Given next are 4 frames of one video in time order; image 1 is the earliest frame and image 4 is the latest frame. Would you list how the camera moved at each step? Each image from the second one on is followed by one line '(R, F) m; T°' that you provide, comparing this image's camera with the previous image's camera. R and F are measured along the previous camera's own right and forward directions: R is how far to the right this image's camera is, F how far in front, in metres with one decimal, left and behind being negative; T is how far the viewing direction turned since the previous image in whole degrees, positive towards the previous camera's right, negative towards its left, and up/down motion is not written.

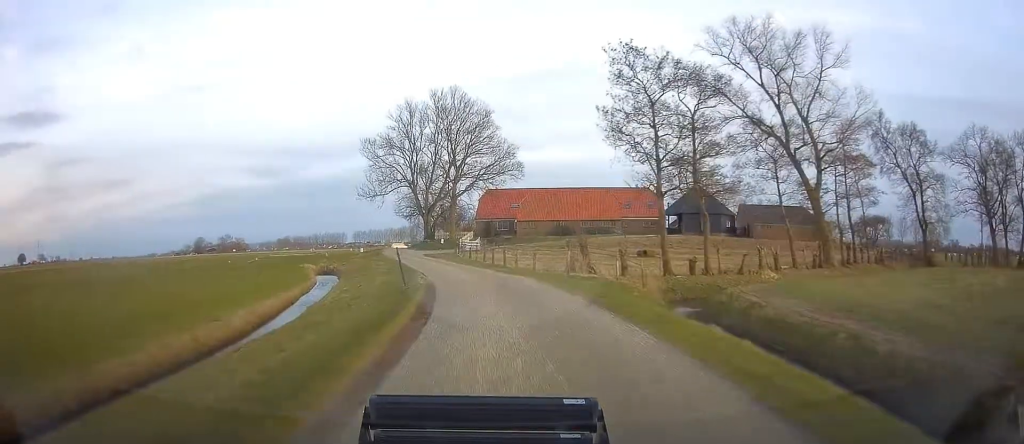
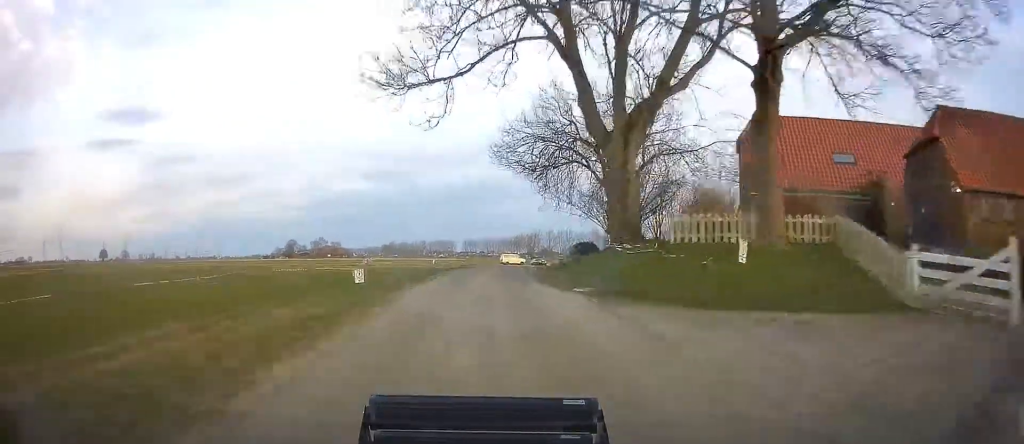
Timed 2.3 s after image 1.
(-7.9, +63.7) m; -9°
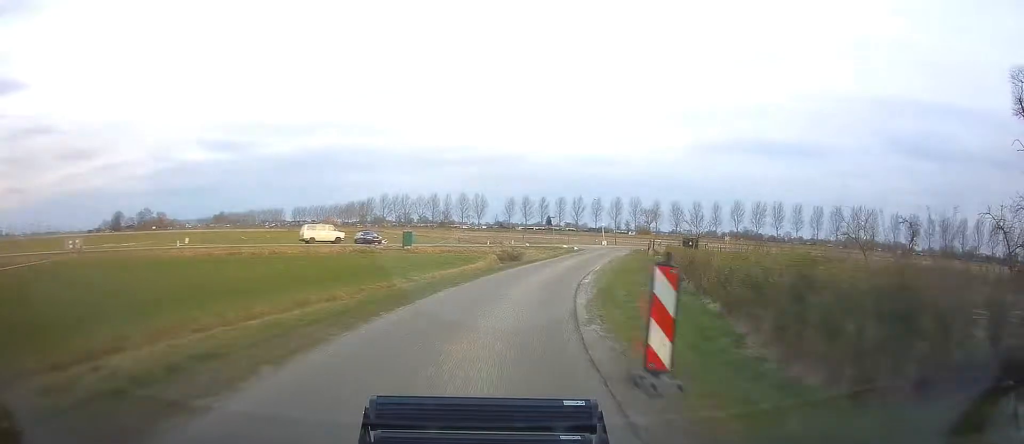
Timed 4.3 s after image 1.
(+3.5, +46.8) m; +14°
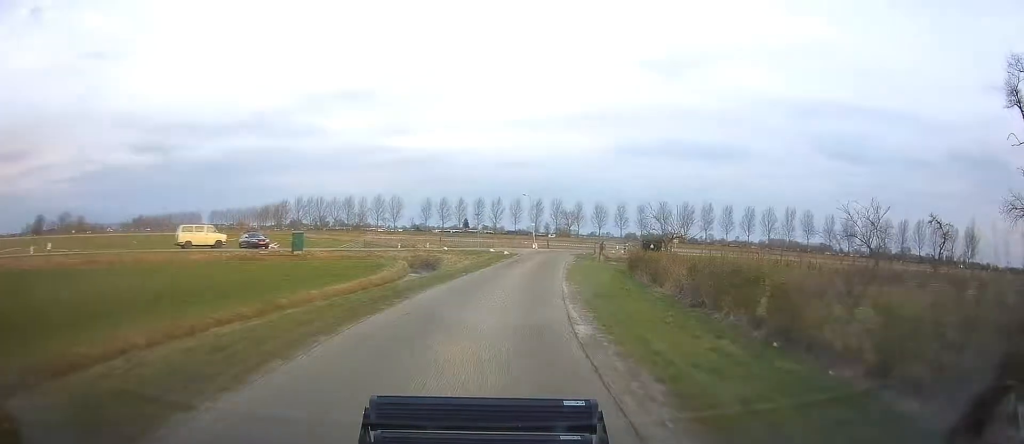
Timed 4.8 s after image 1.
(+1.0, +11.3) m; +5°
